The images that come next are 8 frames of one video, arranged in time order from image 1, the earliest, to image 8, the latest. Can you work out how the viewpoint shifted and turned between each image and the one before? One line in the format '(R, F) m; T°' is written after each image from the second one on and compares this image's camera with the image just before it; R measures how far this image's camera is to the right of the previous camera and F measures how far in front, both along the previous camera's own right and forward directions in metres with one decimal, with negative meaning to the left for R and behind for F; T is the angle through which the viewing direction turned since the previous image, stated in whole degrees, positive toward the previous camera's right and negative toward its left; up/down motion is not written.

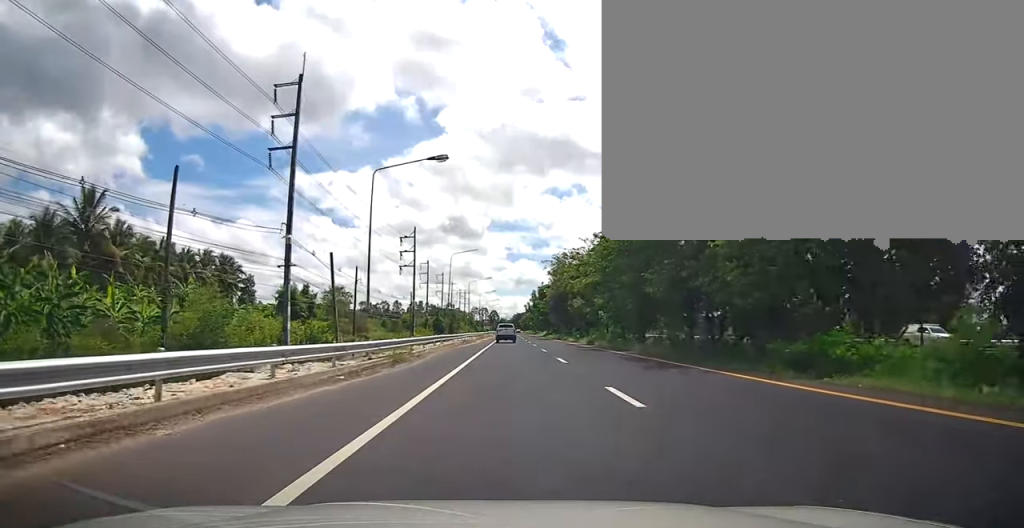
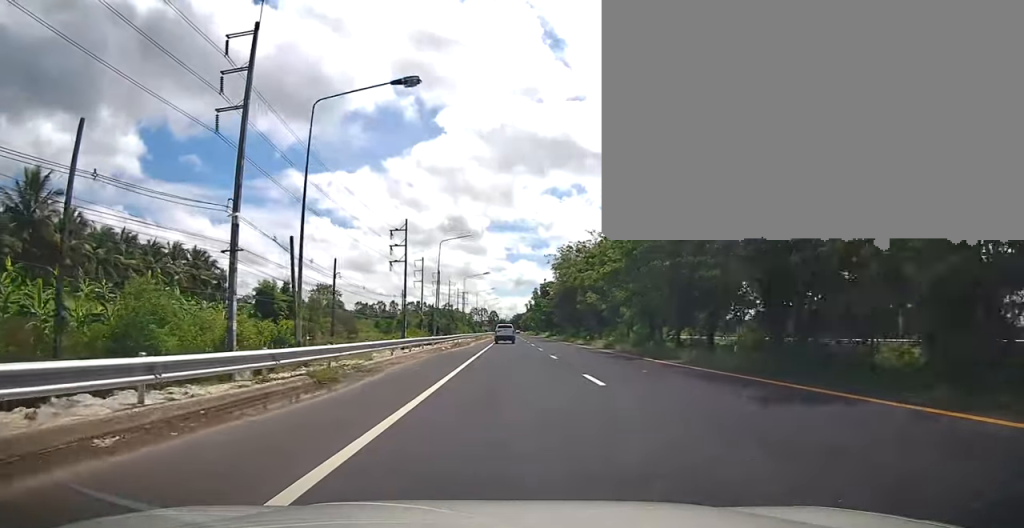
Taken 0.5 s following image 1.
(+0.1, +8.5) m; 0°
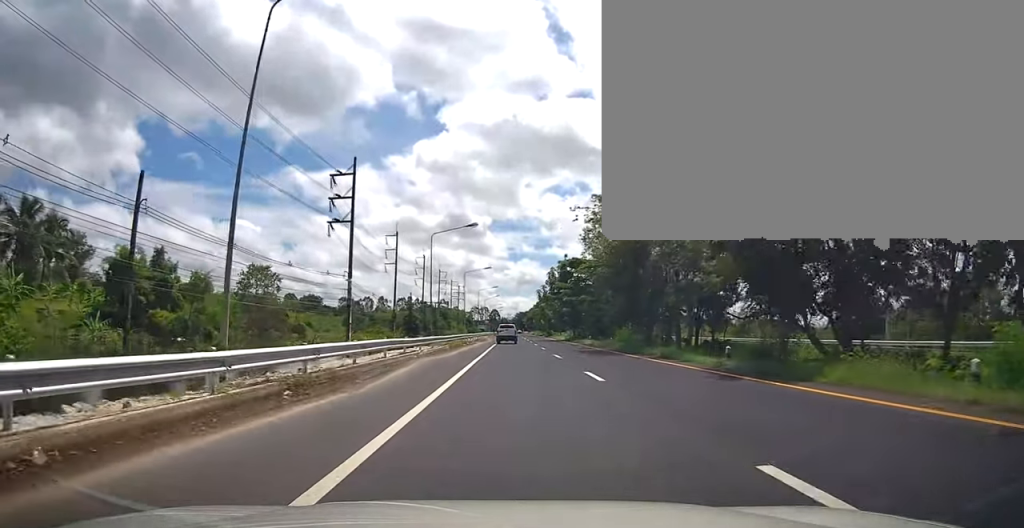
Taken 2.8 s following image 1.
(-0.1, +34.5) m; 0°
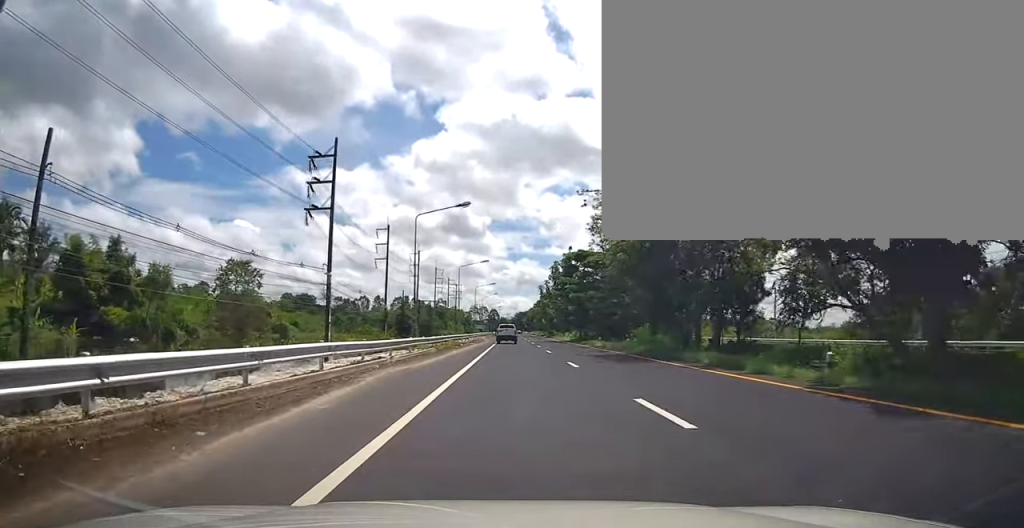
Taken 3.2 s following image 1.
(0.0, +6.8) m; 0°
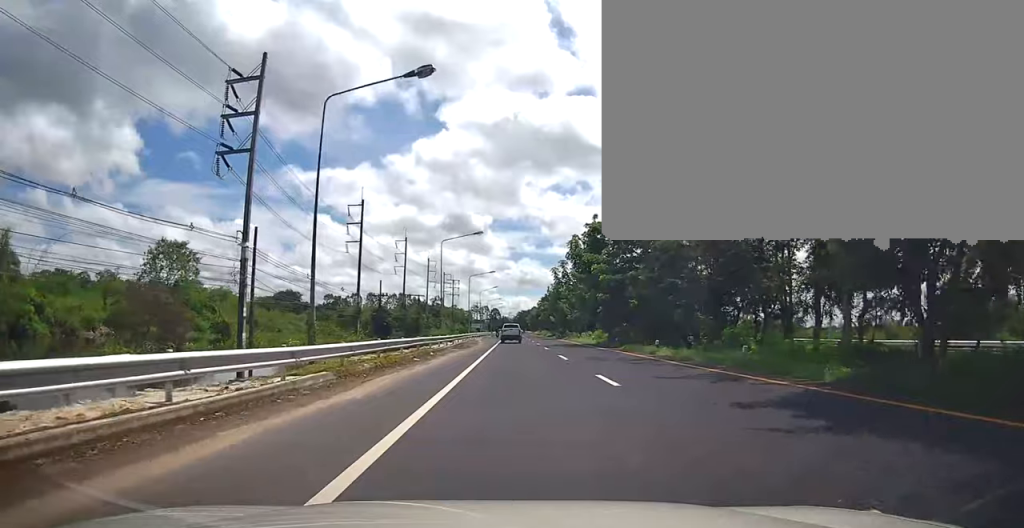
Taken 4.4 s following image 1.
(0.0, +18.4) m; 0°
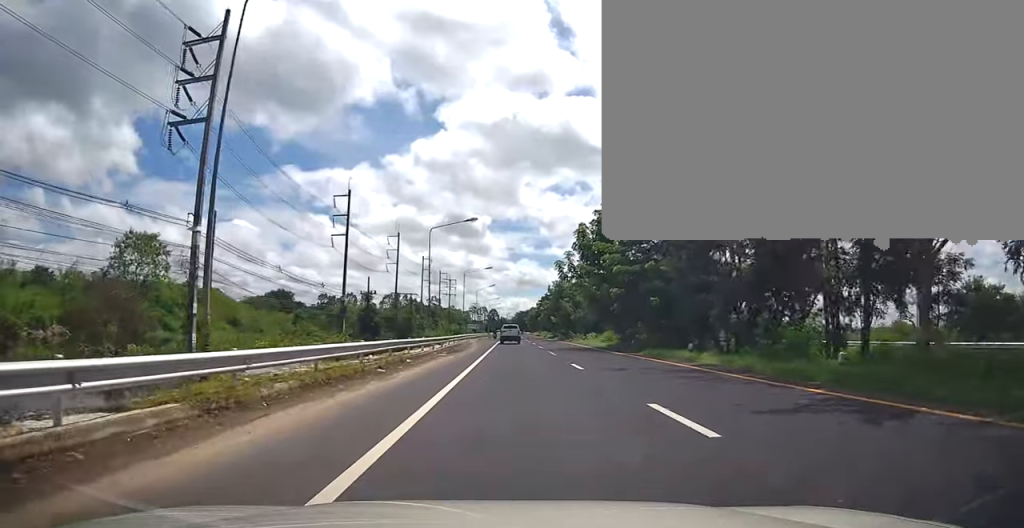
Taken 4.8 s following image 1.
(0.0, +6.1) m; 0°
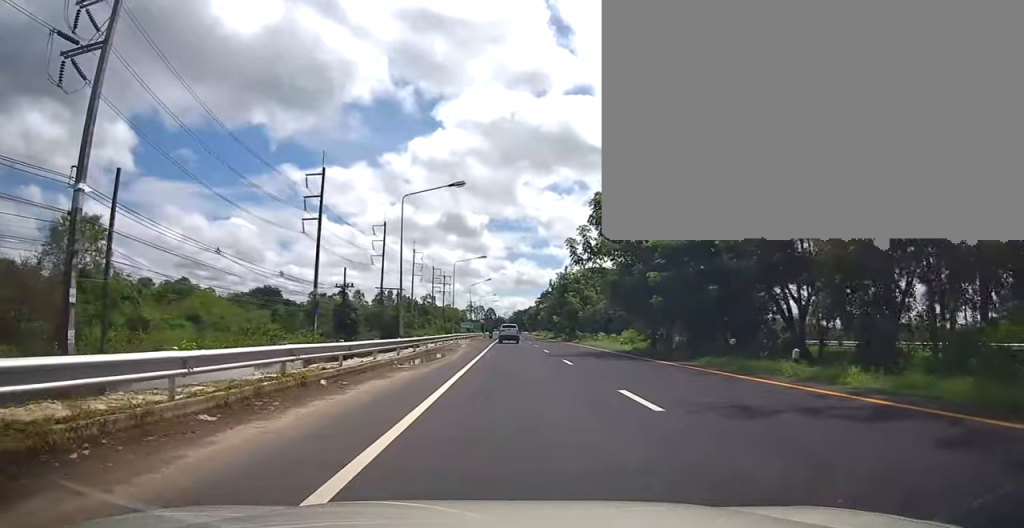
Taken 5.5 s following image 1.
(-0.1, +9.8) m; 0°
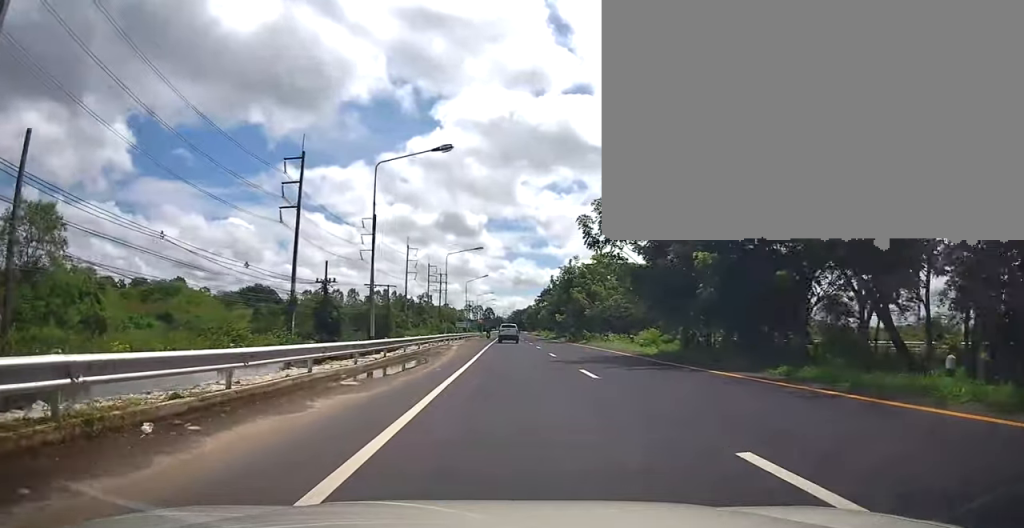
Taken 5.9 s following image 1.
(-0.1, +6.3) m; 0°
